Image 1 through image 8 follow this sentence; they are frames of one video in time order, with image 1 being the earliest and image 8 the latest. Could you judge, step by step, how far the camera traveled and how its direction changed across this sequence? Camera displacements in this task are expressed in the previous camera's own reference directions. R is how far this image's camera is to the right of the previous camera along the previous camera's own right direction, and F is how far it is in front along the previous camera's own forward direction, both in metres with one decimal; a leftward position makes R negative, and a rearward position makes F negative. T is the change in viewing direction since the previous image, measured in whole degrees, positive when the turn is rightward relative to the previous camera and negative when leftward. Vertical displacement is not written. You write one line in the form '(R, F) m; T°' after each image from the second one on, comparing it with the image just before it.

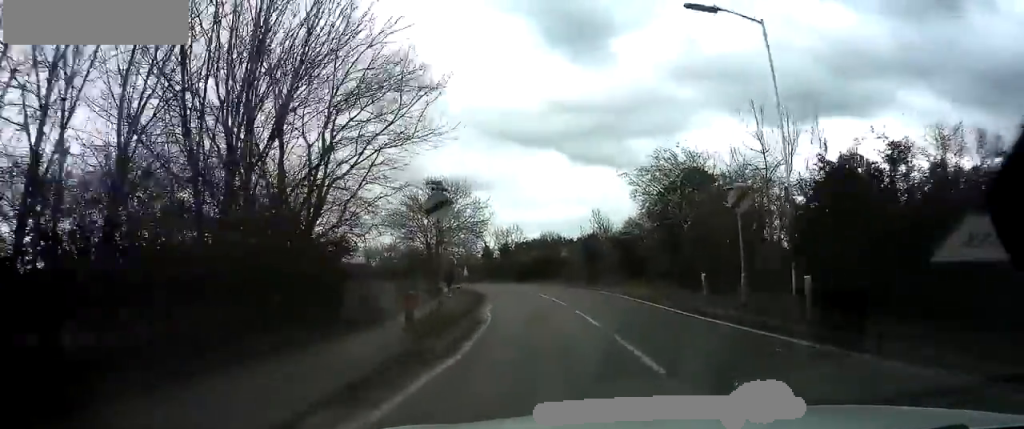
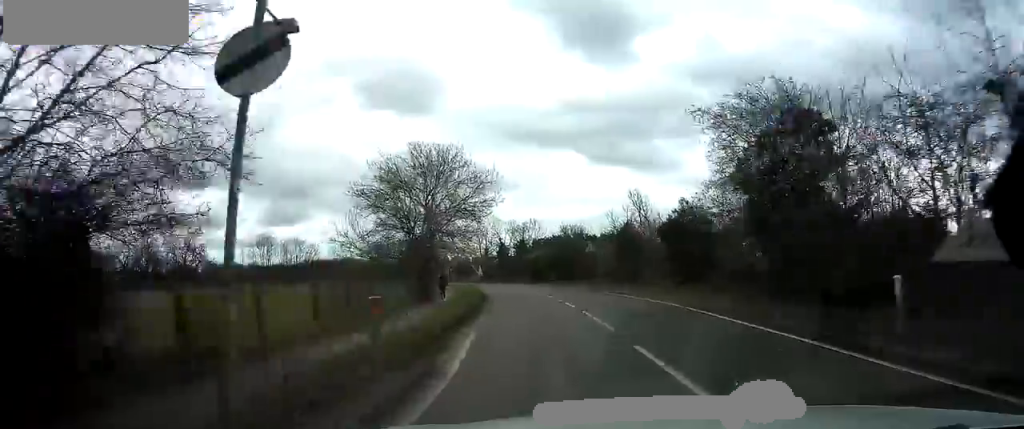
(-0.3, +9.2) m; -2°
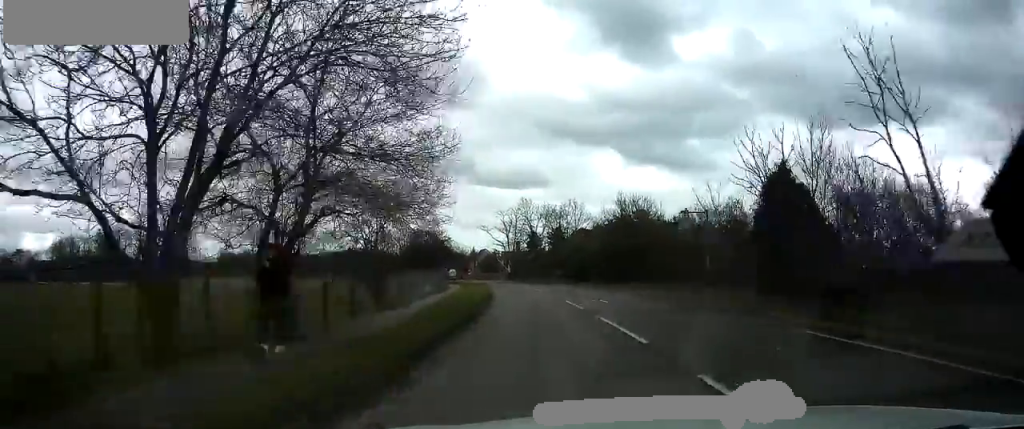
(-0.5, +20.5) m; -4°
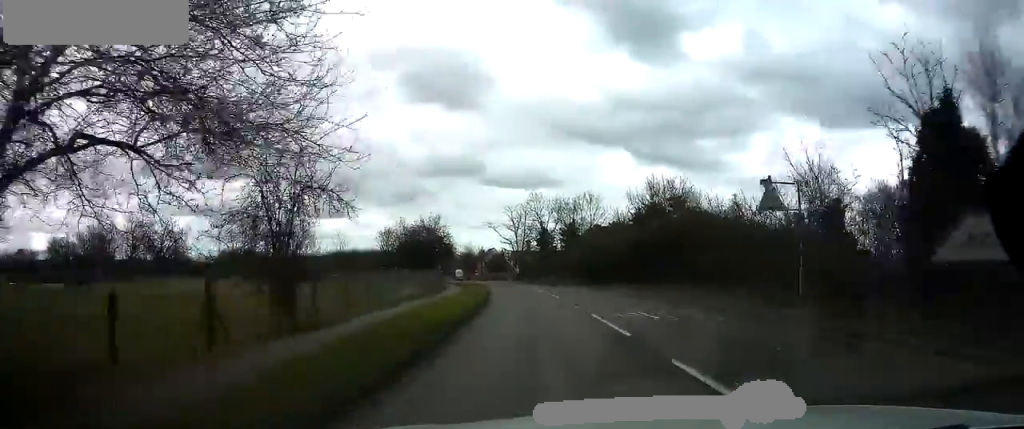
(0.0, +7.9) m; -1°
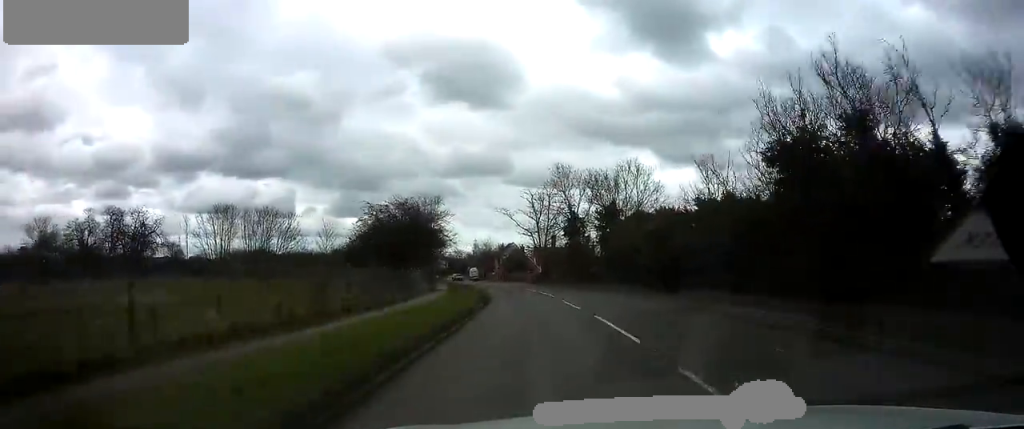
(-0.6, +18.3) m; -2°
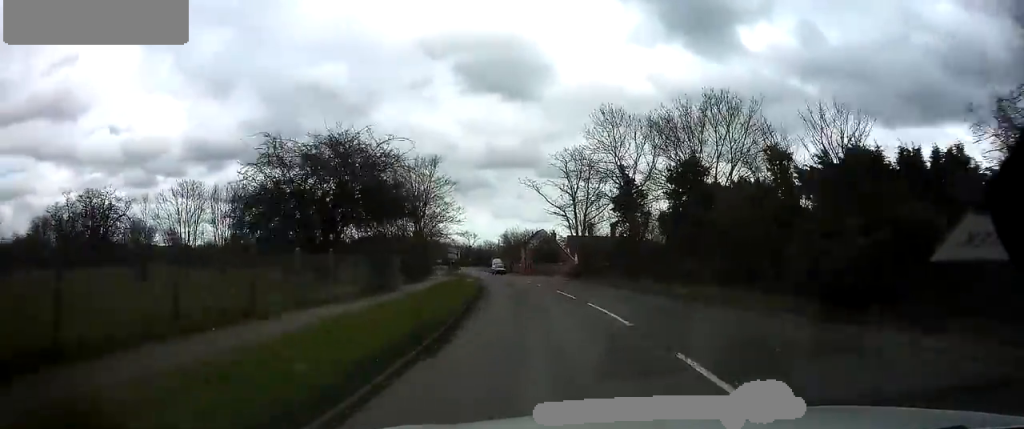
(-0.2, +18.3) m; -3°
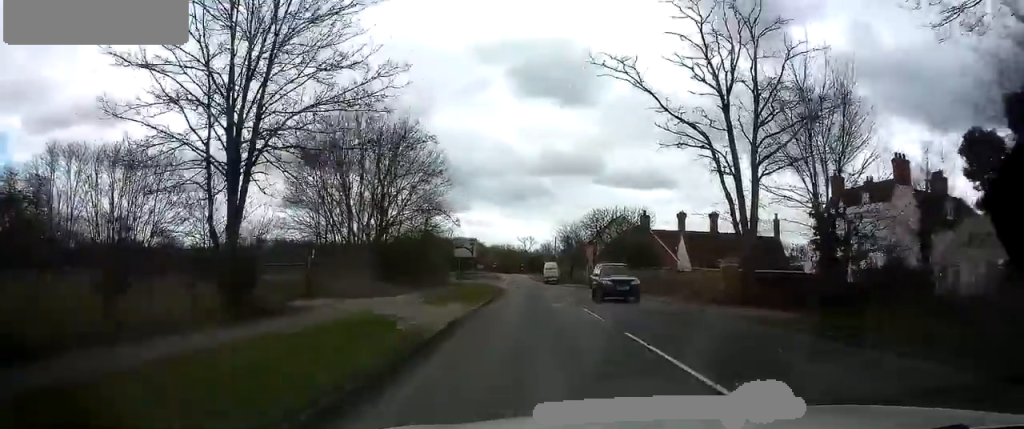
(-2.4, +33.9) m; -6°
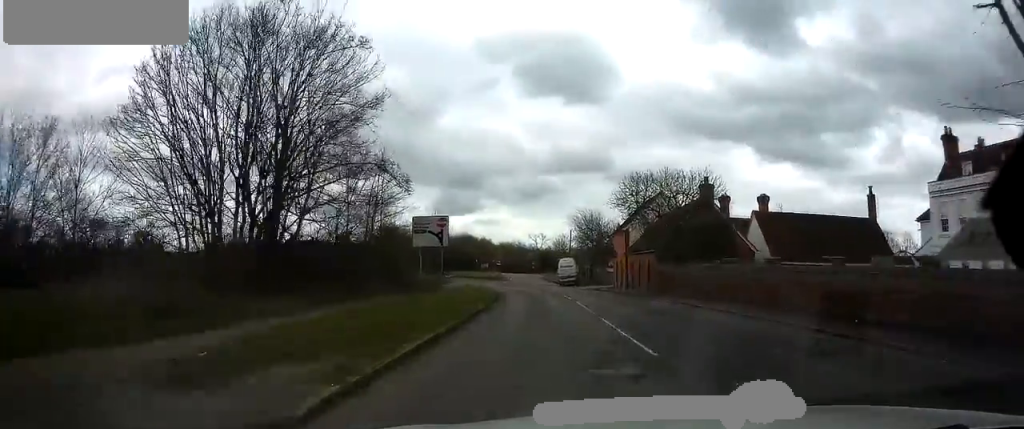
(-0.1, +15.5) m; -1°
